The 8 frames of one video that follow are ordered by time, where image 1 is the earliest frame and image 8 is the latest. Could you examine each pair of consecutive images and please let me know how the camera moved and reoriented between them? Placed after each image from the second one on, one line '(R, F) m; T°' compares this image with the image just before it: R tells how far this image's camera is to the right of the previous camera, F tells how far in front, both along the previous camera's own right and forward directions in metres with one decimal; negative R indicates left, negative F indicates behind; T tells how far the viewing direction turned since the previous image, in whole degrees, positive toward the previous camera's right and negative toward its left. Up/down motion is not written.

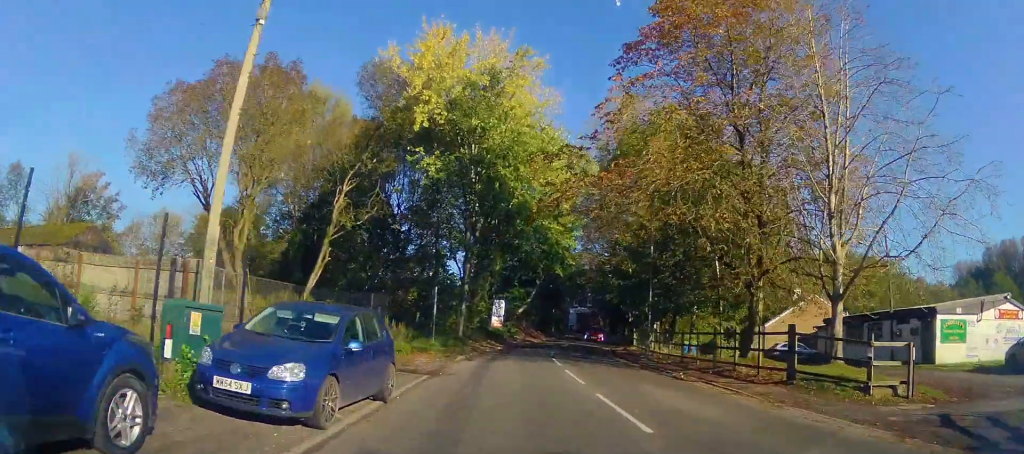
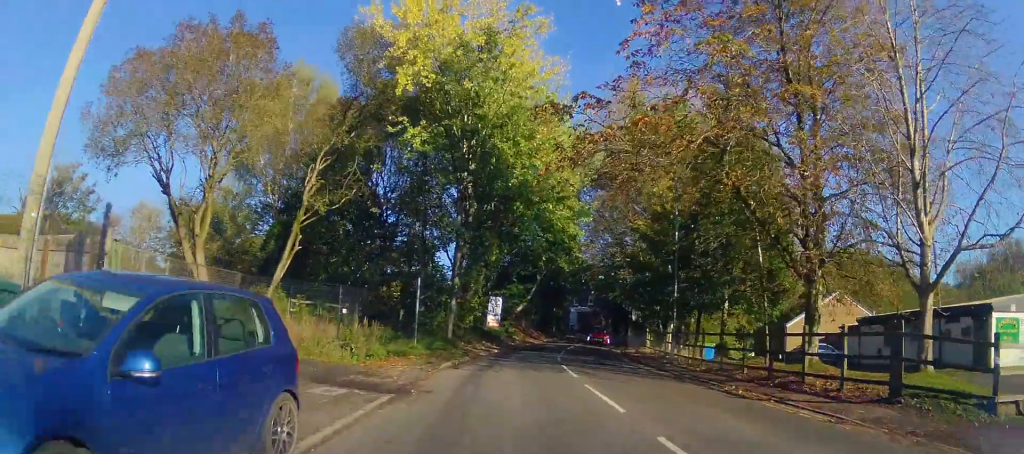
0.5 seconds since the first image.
(+0.1, +4.5) m; 0°
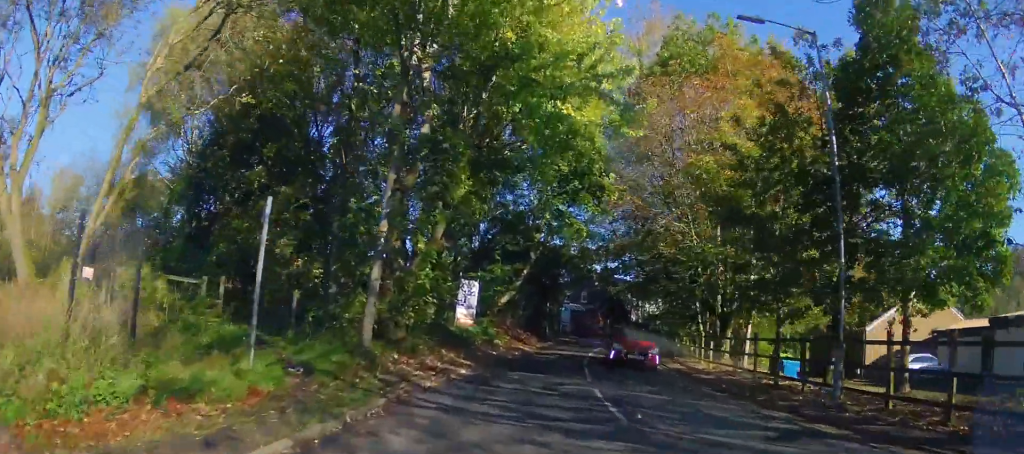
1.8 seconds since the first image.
(-0.1, +13.1) m; -2°
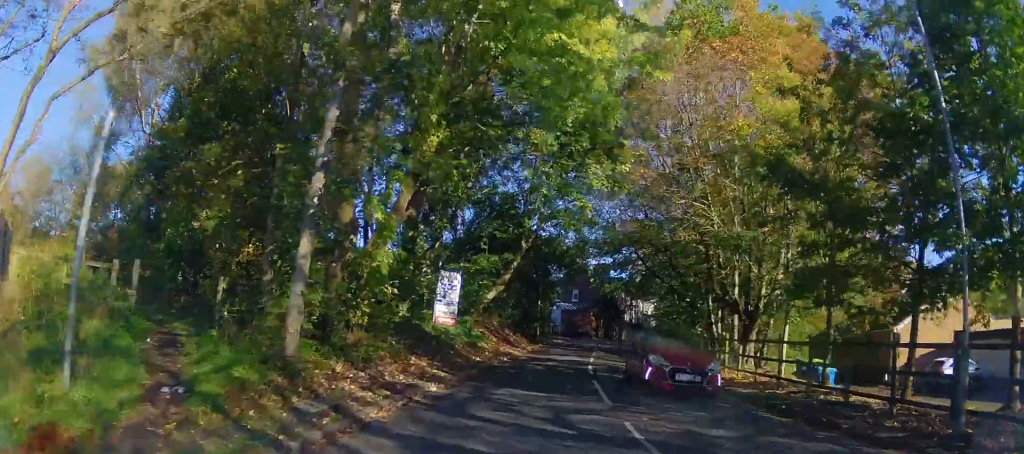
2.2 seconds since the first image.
(0.0, +3.9) m; +1°
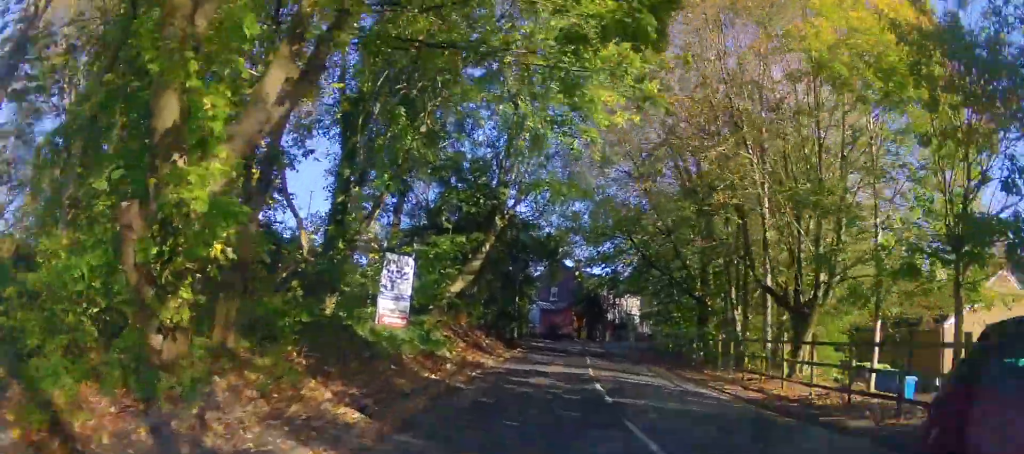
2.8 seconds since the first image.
(-0.1, +6.2) m; +2°
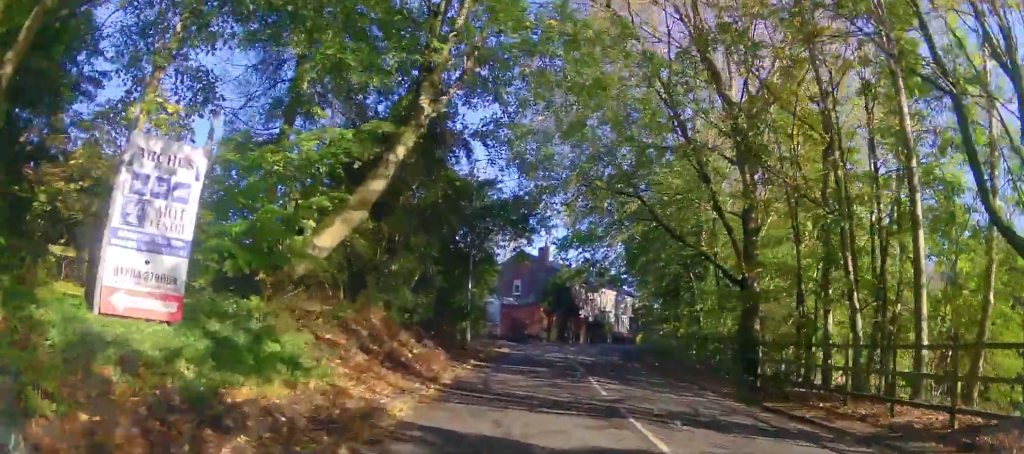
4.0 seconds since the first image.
(+0.7, +11.2) m; +5°
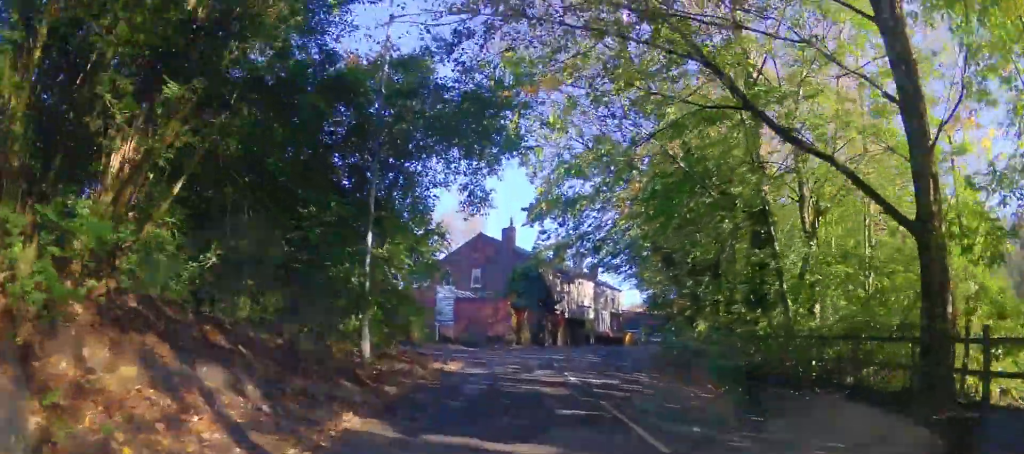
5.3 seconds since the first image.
(0.0, +12.1) m; +1°
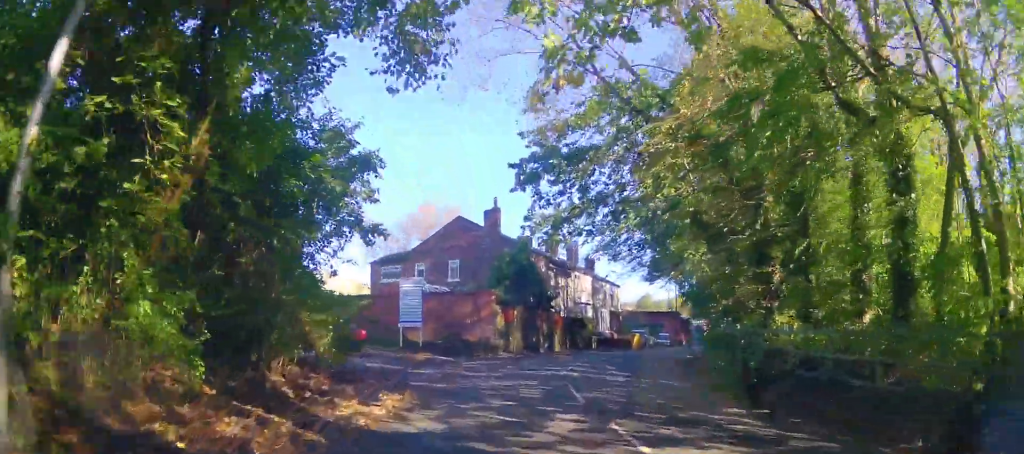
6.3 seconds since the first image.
(+0.1, +8.2) m; +3°
